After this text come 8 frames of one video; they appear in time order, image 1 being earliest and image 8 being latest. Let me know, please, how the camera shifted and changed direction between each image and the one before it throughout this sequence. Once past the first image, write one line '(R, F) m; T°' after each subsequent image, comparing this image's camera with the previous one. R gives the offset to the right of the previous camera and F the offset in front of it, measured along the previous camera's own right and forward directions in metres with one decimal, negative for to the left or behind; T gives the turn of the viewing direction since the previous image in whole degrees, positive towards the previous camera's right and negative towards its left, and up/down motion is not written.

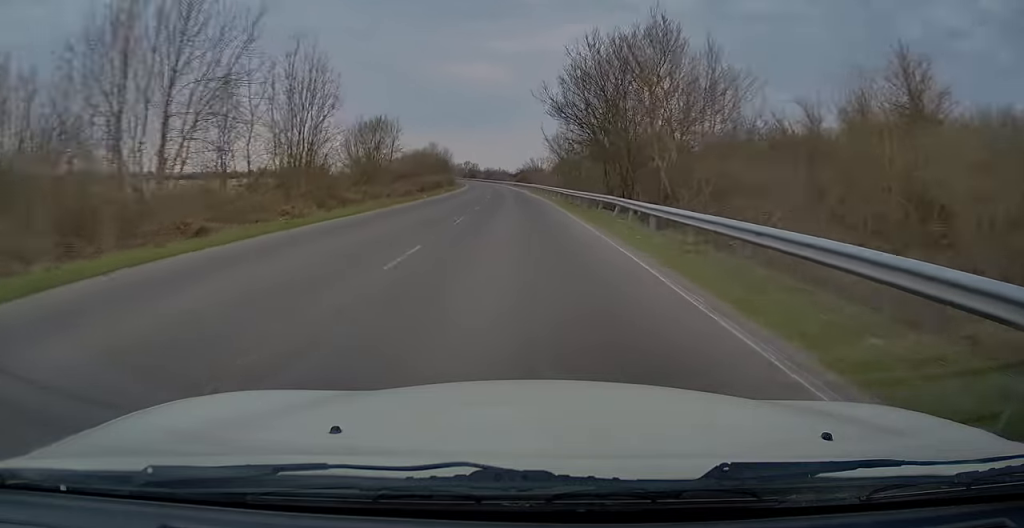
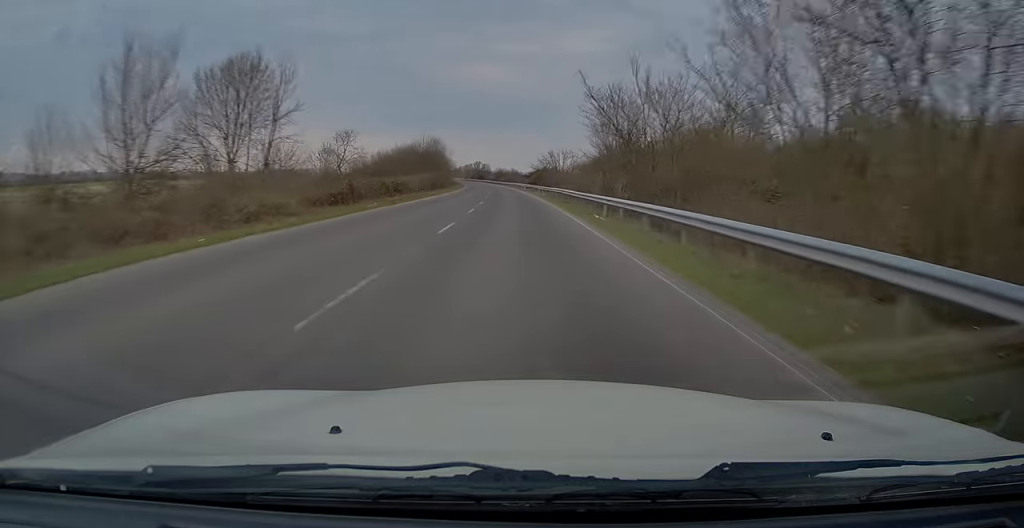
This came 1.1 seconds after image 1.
(-0.1, +30.1) m; -1°
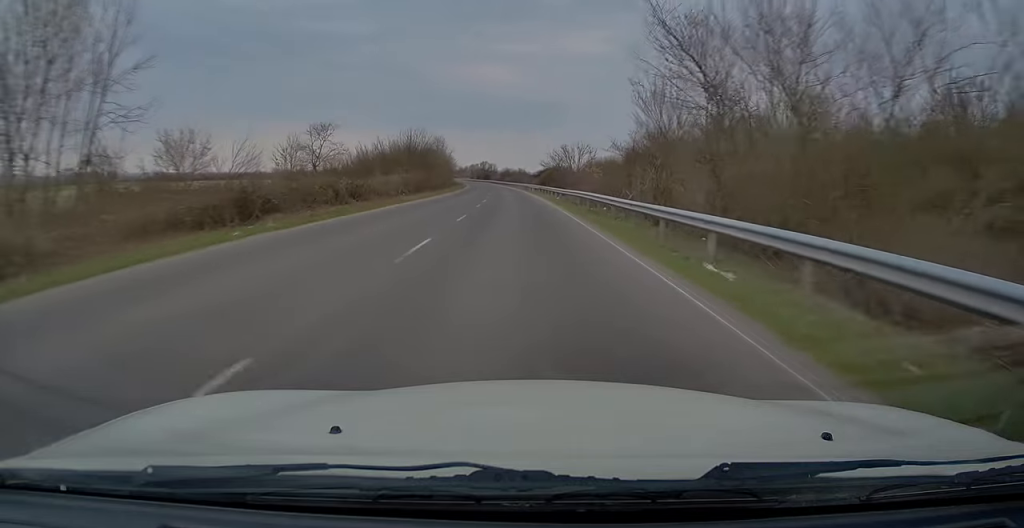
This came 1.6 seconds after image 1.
(-0.1, +13.2) m; -1°
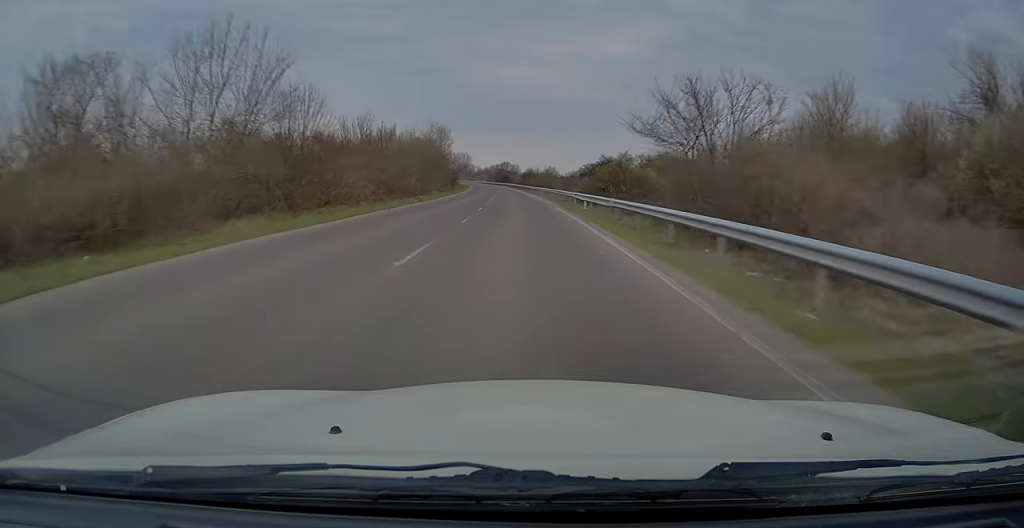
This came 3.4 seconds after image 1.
(-0.8, +45.8) m; -2°
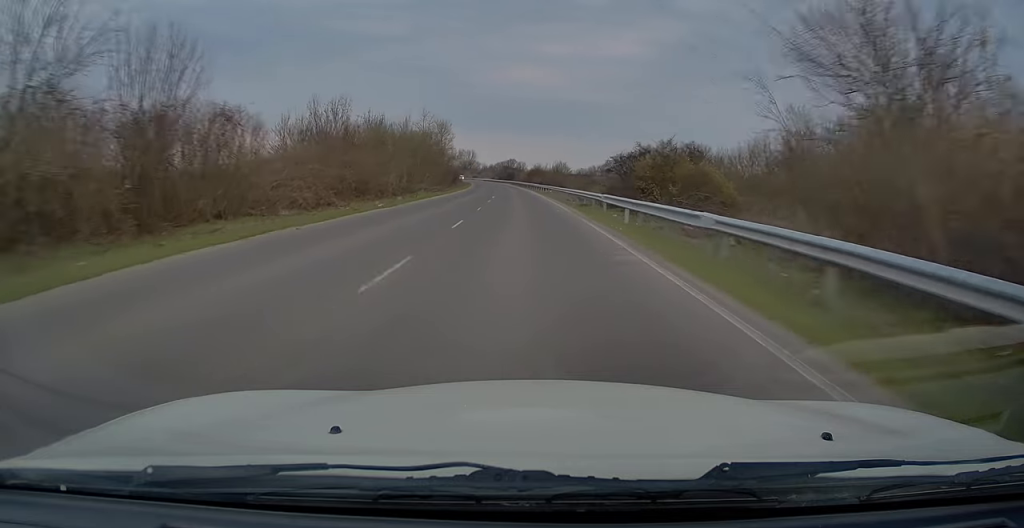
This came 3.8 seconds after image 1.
(-0.2, +11.5) m; -1°
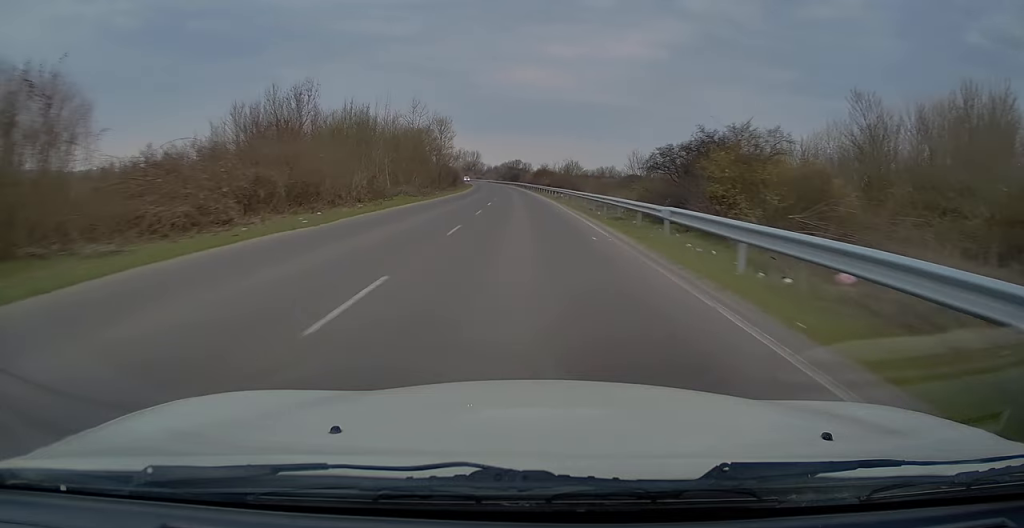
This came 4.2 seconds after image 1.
(-0.2, +10.6) m; -1°
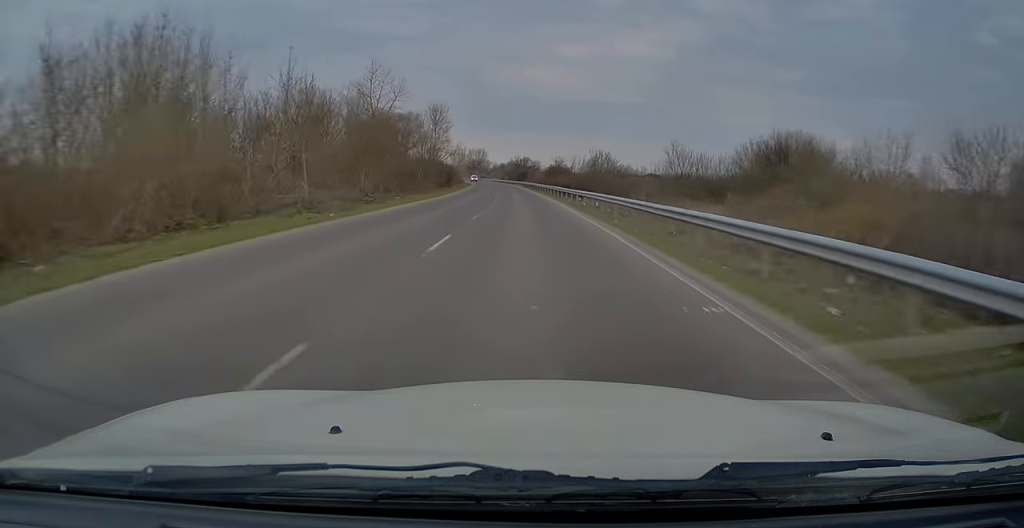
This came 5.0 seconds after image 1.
(-0.1, +21.2) m; -1°
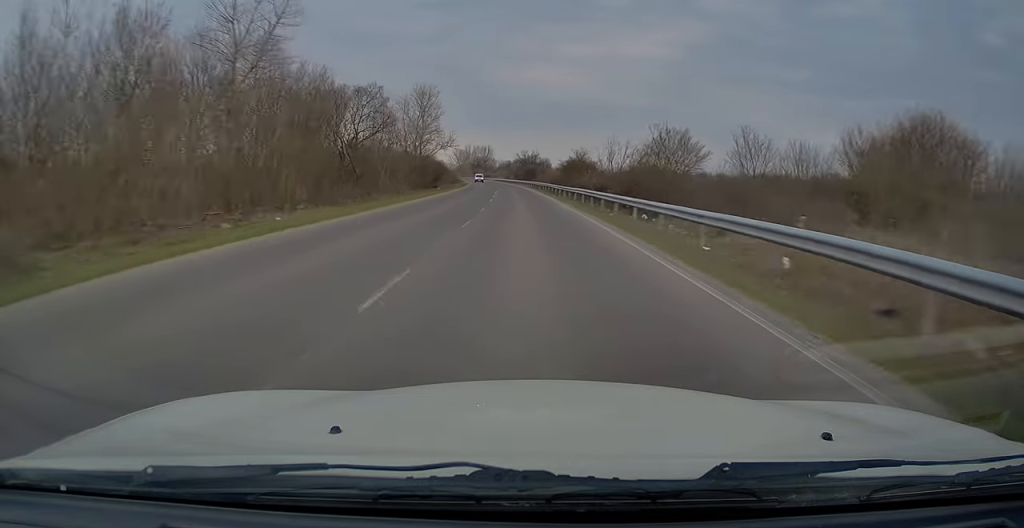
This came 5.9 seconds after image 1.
(-0.2, +22.9) m; -1°
